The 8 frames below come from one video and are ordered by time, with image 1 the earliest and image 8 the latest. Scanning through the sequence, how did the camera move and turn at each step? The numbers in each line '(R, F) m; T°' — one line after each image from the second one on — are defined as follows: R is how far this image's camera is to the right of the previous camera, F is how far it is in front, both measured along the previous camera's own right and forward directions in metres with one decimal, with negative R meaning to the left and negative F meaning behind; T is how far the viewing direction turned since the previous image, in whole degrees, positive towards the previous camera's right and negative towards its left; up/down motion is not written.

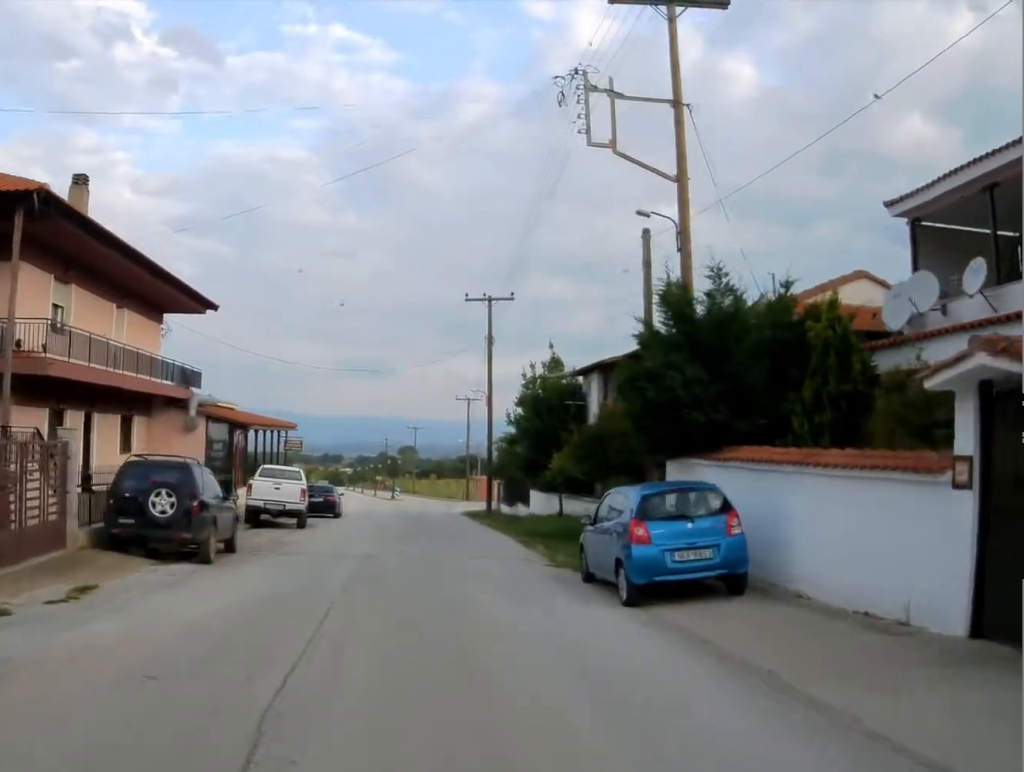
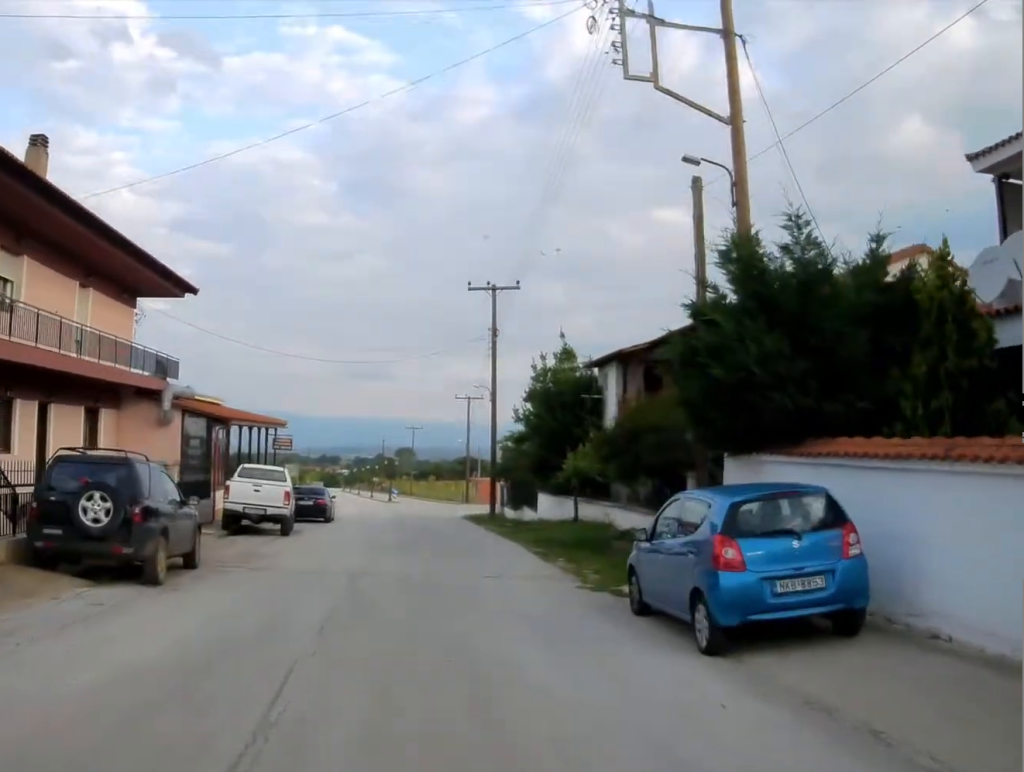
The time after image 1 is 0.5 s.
(+0.1, +2.9) m; +1°
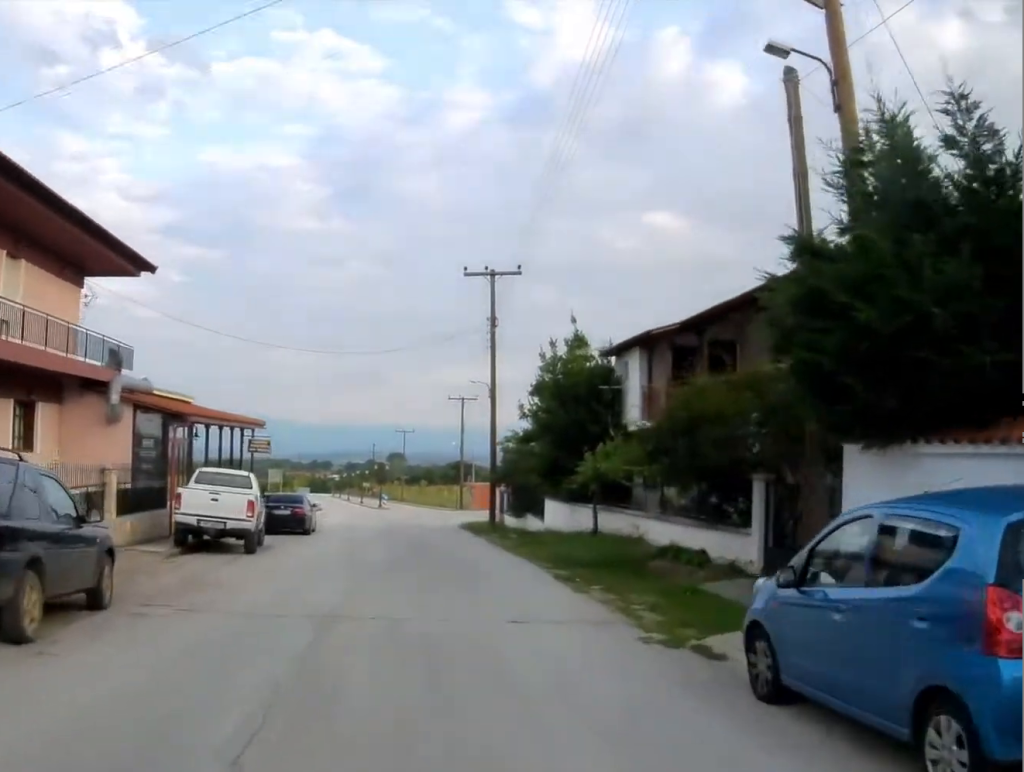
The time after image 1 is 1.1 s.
(+0.1, +3.7) m; +2°
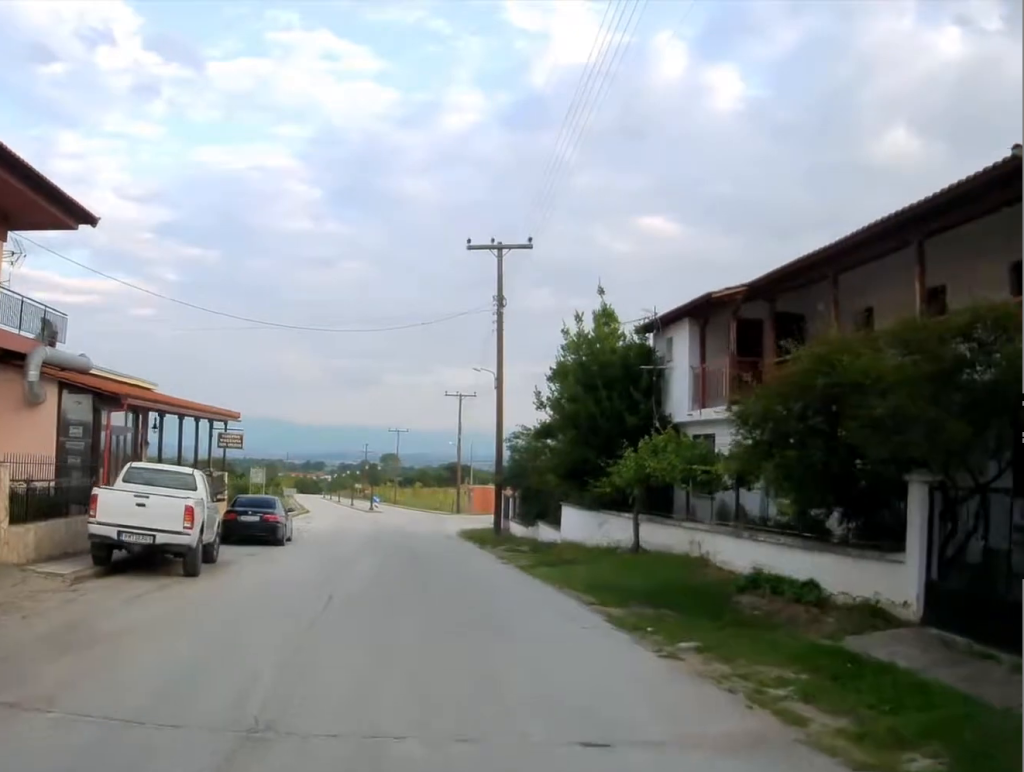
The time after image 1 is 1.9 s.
(0.0, +4.5) m; +2°
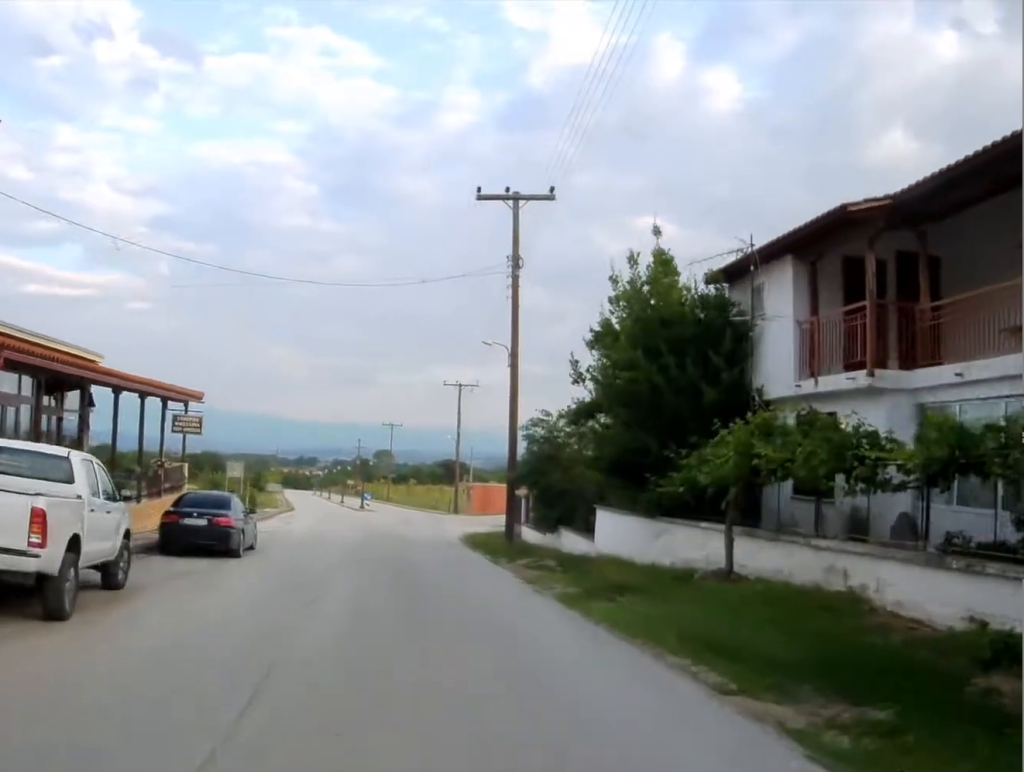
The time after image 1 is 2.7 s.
(+0.2, +5.3) m; 0°
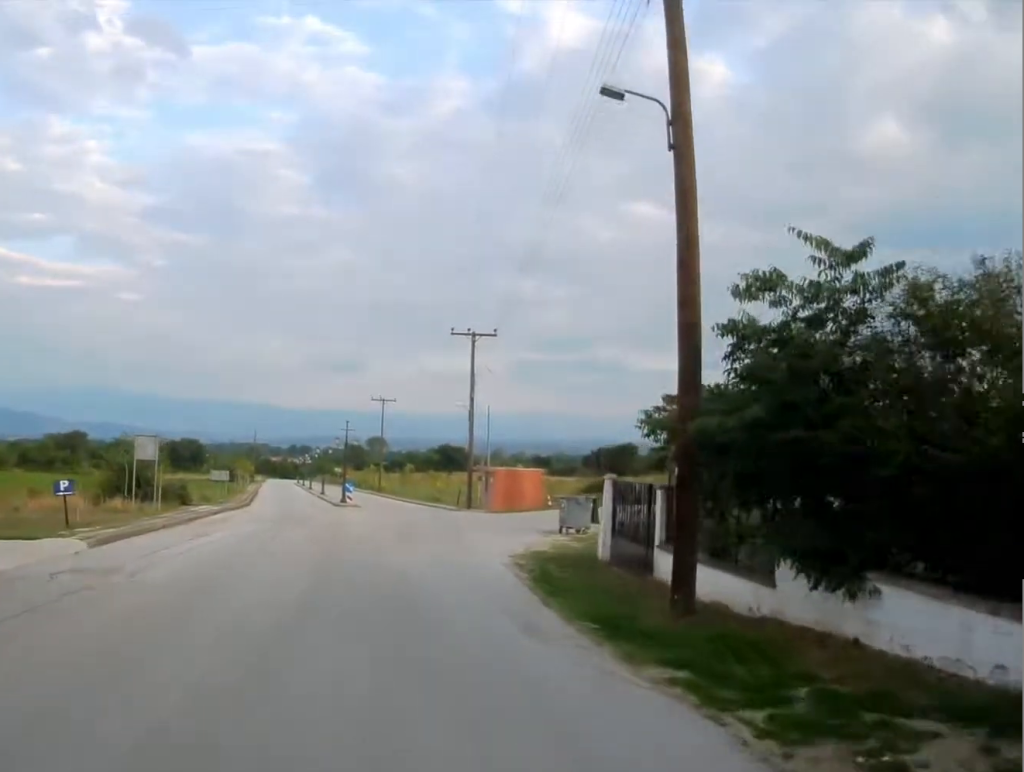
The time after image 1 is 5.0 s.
(-0.1, +15.9) m; +1°
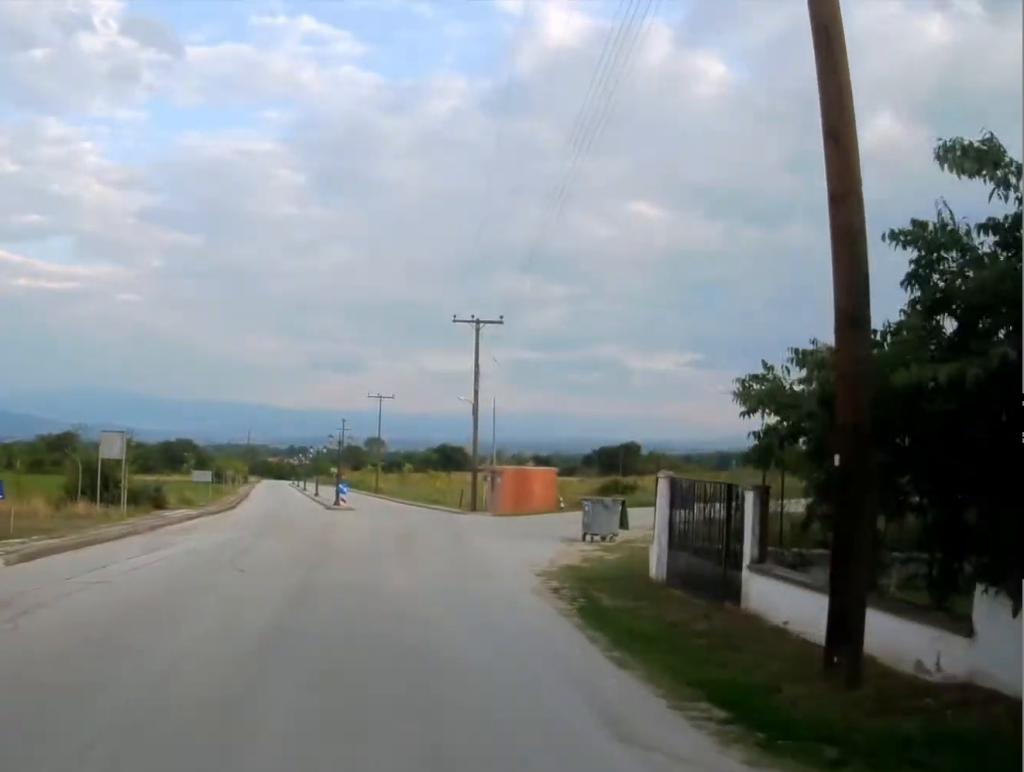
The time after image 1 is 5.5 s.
(0.0, +3.9) m; +1°
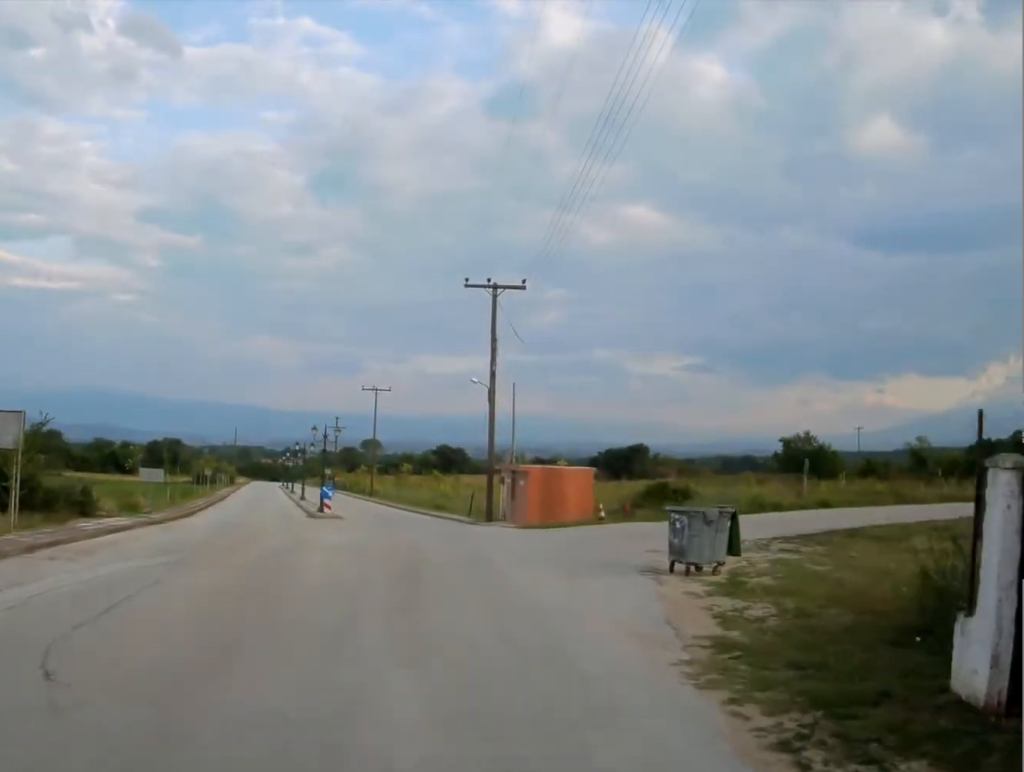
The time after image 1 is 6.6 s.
(+0.2, +8.3) m; +1°
